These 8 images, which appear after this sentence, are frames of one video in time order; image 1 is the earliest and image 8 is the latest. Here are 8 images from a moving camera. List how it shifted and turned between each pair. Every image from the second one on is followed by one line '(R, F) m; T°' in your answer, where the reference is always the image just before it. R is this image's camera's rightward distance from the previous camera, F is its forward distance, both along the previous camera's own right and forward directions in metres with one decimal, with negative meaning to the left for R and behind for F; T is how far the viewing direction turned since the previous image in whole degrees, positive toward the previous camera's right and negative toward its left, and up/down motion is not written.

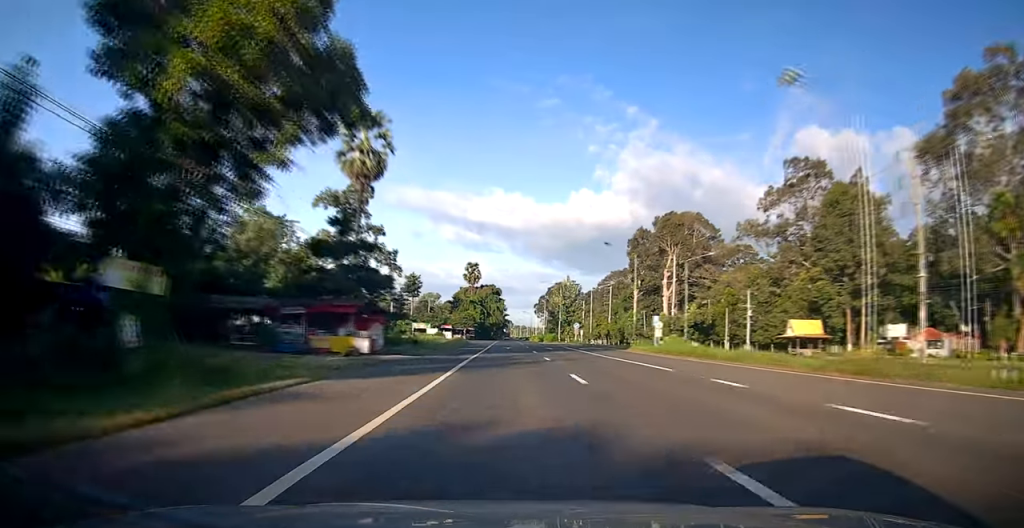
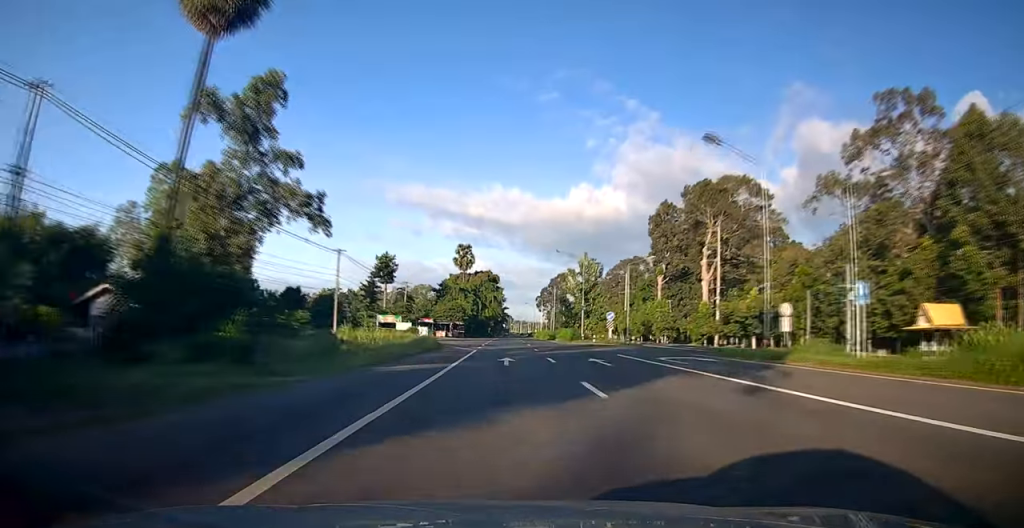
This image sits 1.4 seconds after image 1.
(+0.2, +27.3) m; 0°
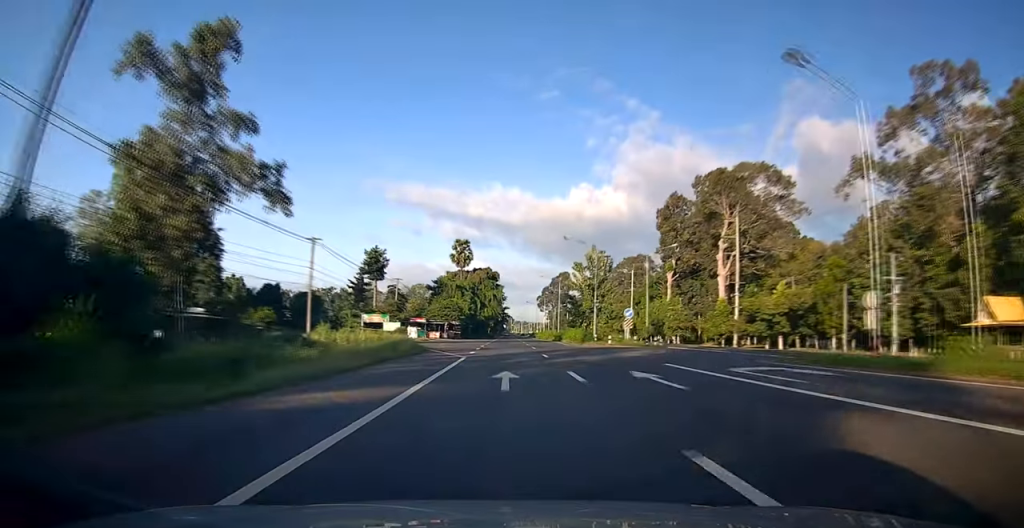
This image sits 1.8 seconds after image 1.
(0.0, +8.0) m; 0°
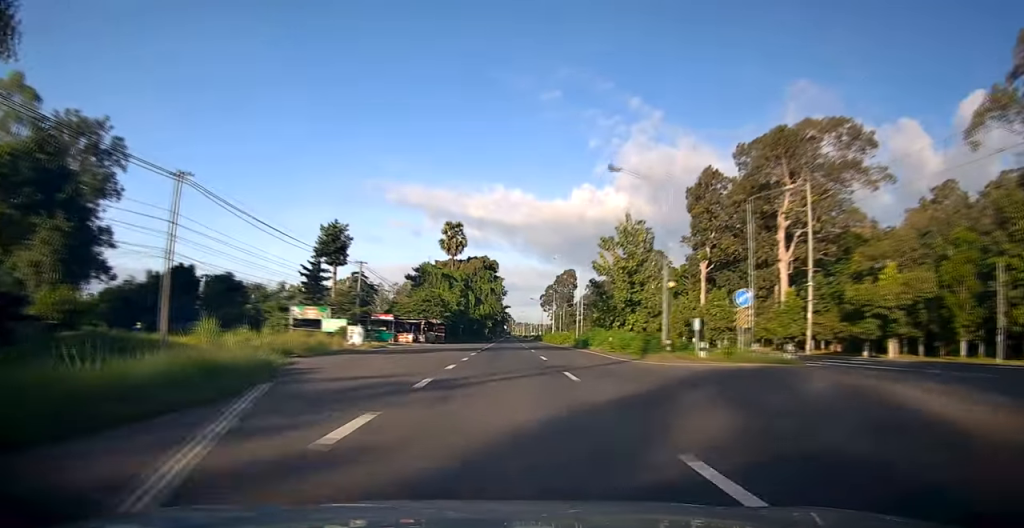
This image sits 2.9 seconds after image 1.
(-0.1, +22.4) m; 0°
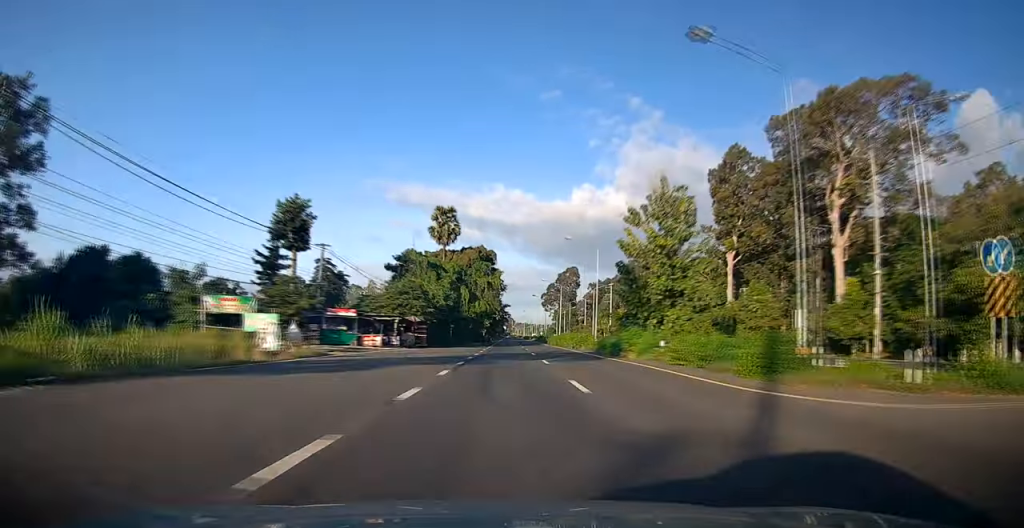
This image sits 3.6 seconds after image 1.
(-0.1, +13.6) m; 0°
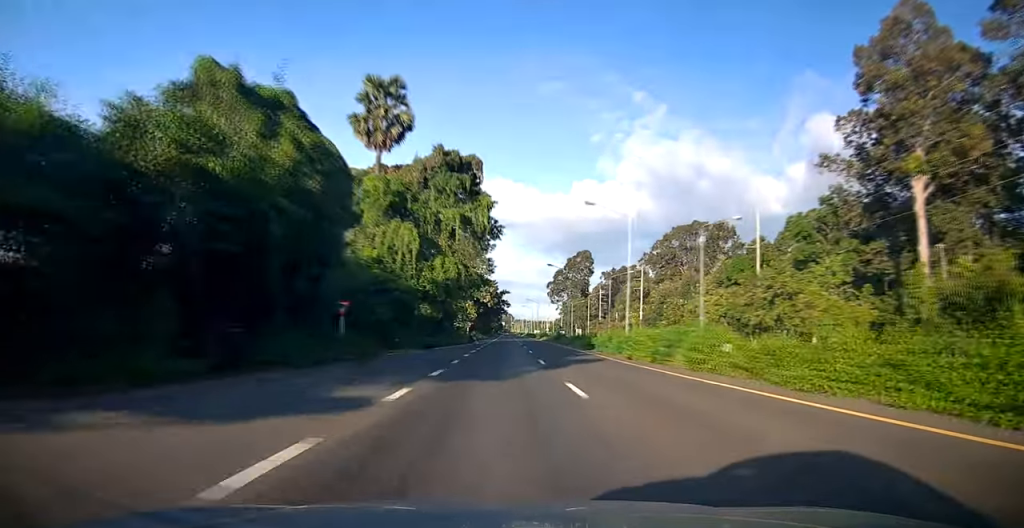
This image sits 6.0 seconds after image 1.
(0.0, +48.2) m; 0°
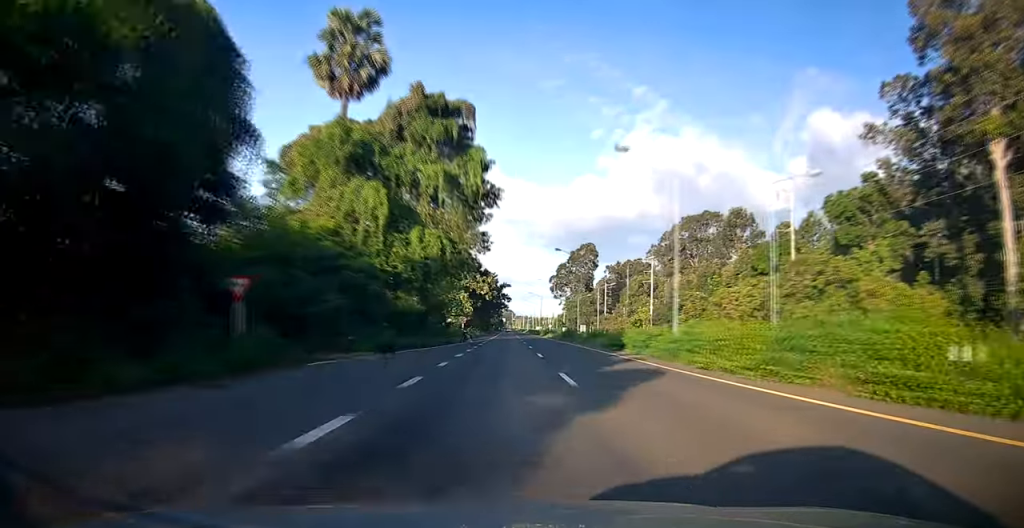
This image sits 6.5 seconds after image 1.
(-0.1, +10.4) m; 0°
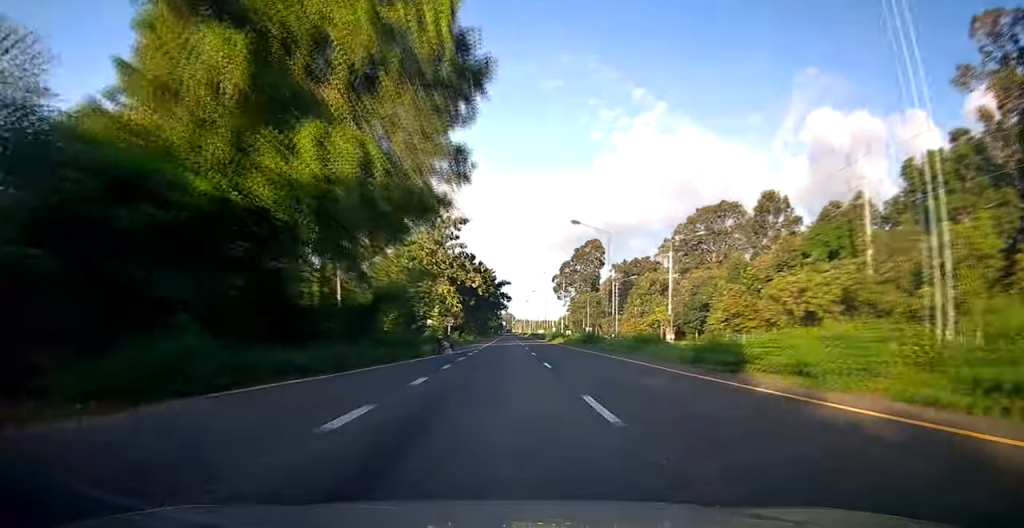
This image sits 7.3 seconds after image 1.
(+0.2, +16.8) m; 0°
